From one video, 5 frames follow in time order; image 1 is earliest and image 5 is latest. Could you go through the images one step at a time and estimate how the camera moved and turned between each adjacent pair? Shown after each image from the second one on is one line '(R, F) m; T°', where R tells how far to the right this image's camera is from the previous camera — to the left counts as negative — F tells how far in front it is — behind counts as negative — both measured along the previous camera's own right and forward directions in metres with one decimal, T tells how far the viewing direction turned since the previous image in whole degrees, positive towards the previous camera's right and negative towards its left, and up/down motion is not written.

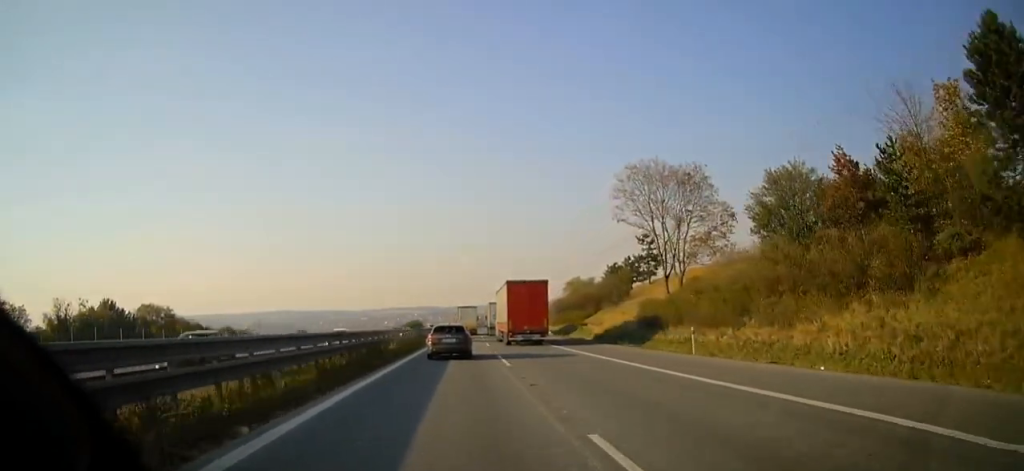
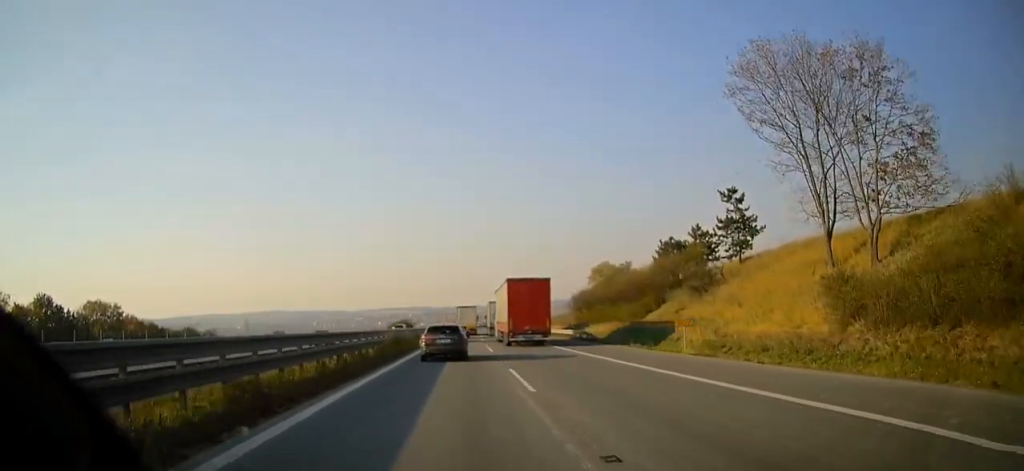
(+0.1, +25.5) m; +1°
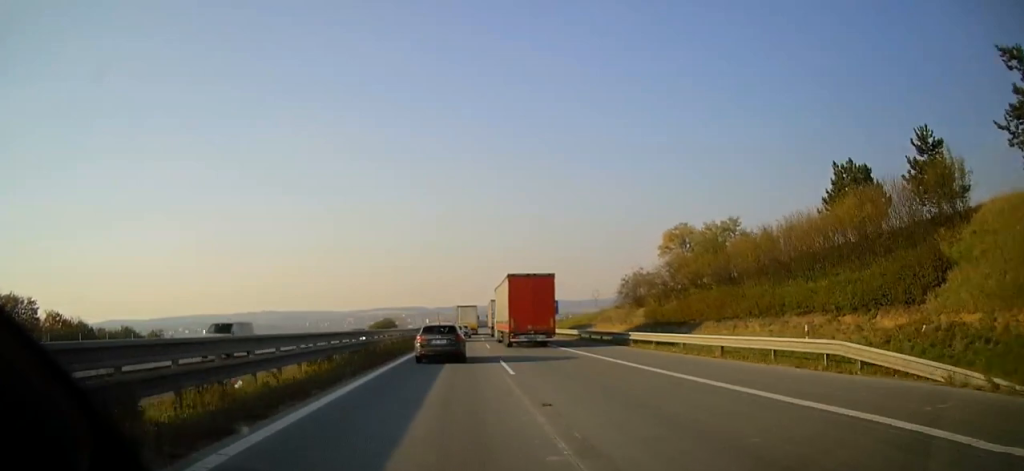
(+0.2, +32.0) m; +1°
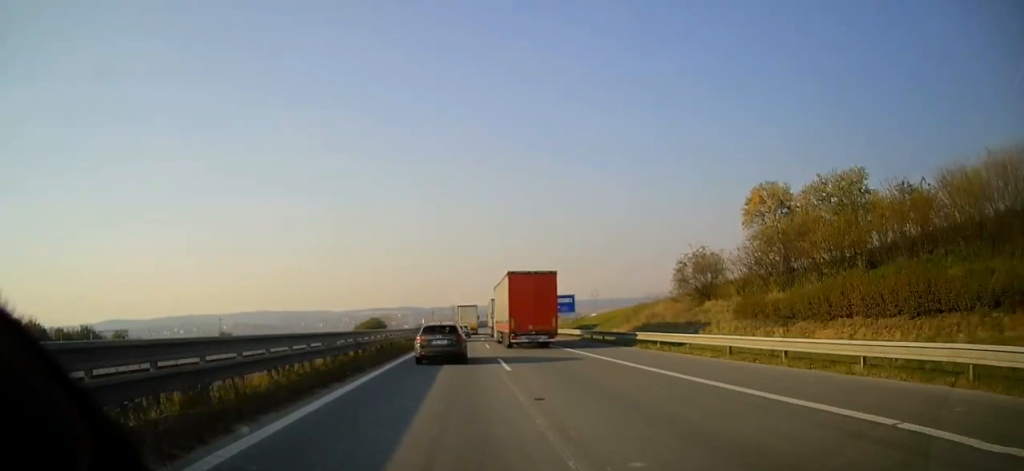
(+0.1, +16.7) m; 0°
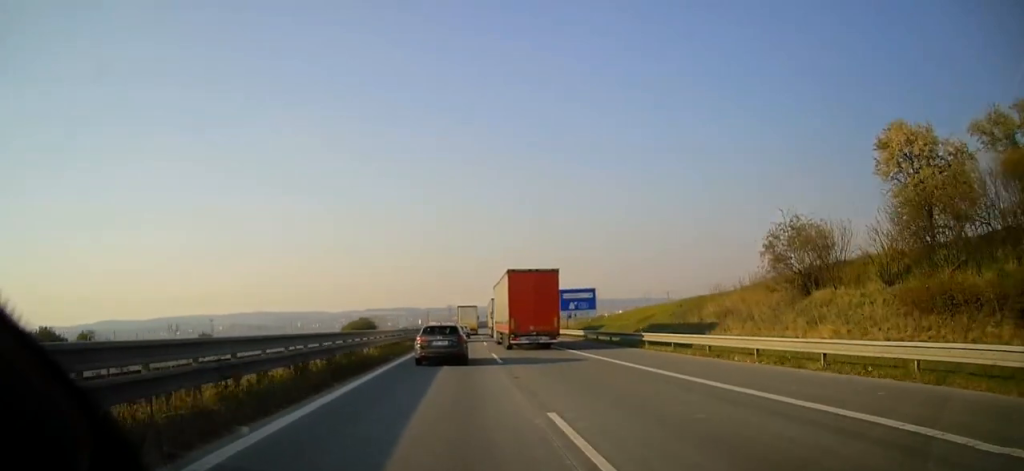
(0.0, +14.2) m; 0°
